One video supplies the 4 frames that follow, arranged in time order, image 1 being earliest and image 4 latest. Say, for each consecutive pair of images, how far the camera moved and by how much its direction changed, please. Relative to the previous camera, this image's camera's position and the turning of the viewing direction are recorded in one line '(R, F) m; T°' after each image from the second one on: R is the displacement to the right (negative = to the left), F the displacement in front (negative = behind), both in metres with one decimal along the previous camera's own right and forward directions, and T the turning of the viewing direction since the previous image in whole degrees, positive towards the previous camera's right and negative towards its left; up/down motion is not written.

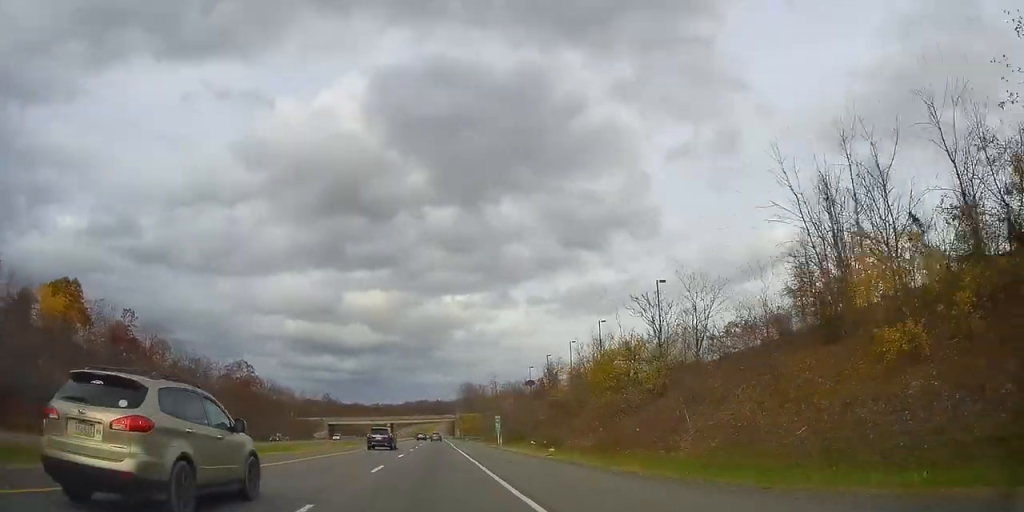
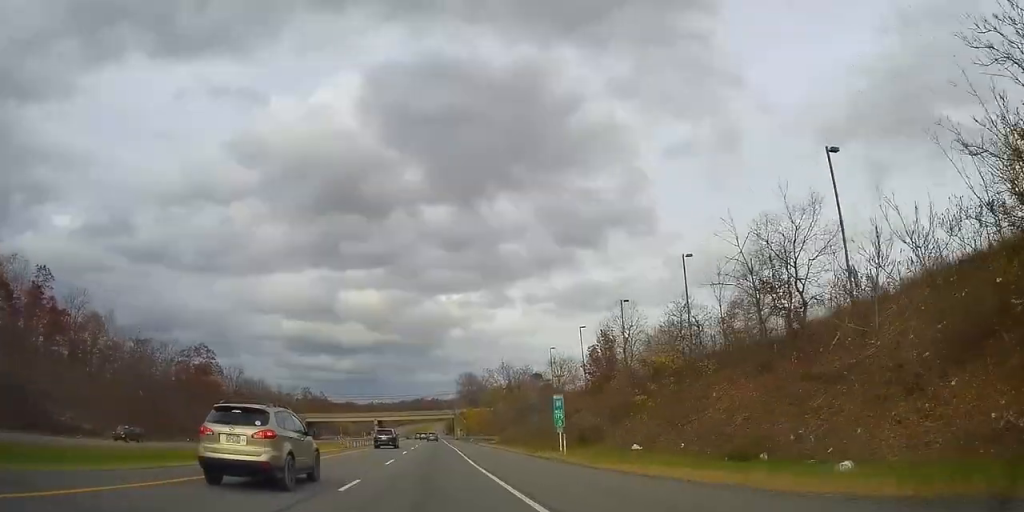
(-0.1, +30.4) m; 0°
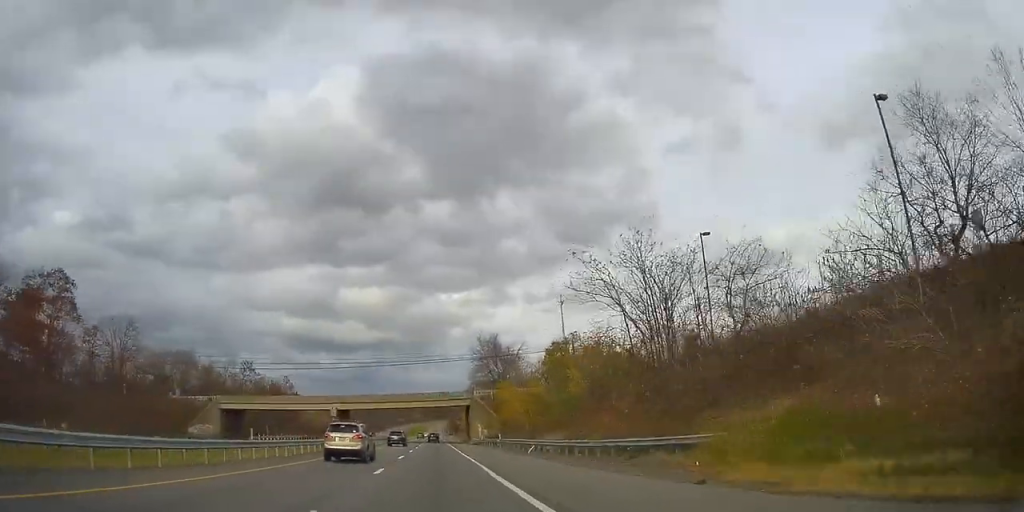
(-0.8, +66.1) m; +1°
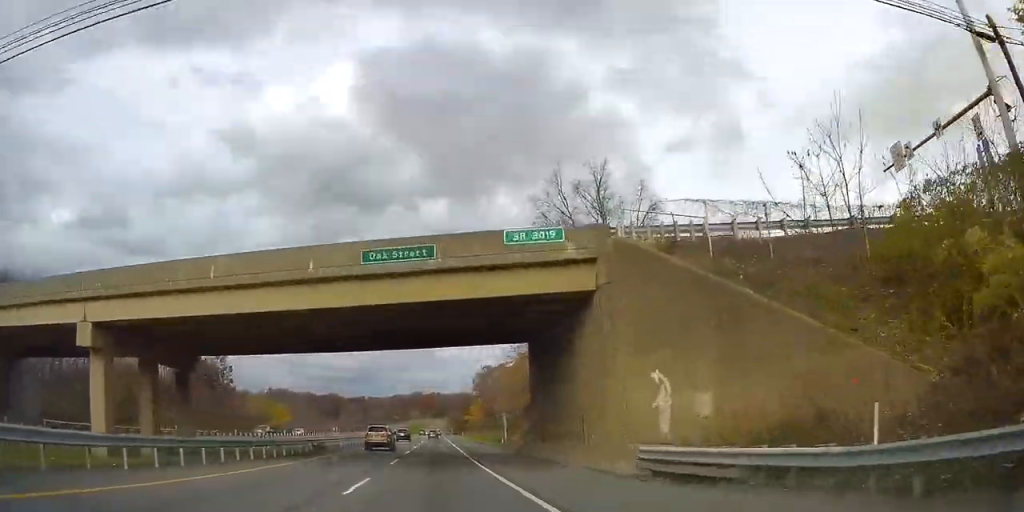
(+0.7, +66.4) m; -1°
